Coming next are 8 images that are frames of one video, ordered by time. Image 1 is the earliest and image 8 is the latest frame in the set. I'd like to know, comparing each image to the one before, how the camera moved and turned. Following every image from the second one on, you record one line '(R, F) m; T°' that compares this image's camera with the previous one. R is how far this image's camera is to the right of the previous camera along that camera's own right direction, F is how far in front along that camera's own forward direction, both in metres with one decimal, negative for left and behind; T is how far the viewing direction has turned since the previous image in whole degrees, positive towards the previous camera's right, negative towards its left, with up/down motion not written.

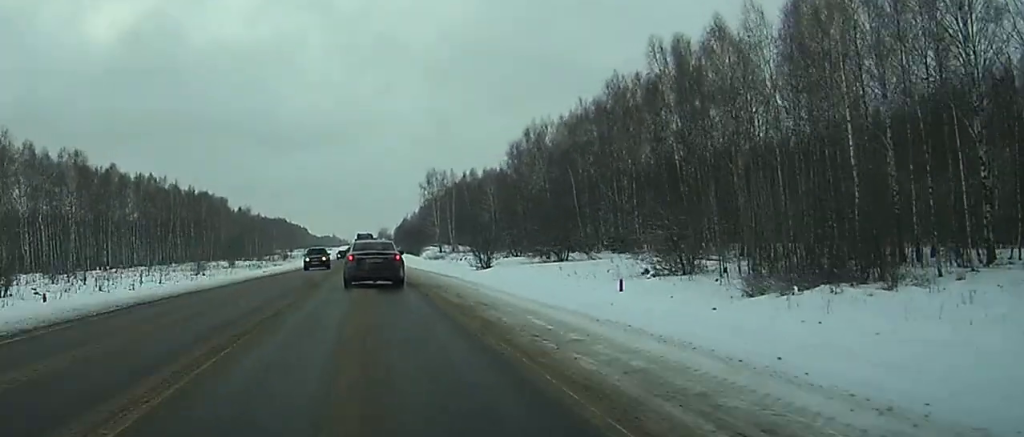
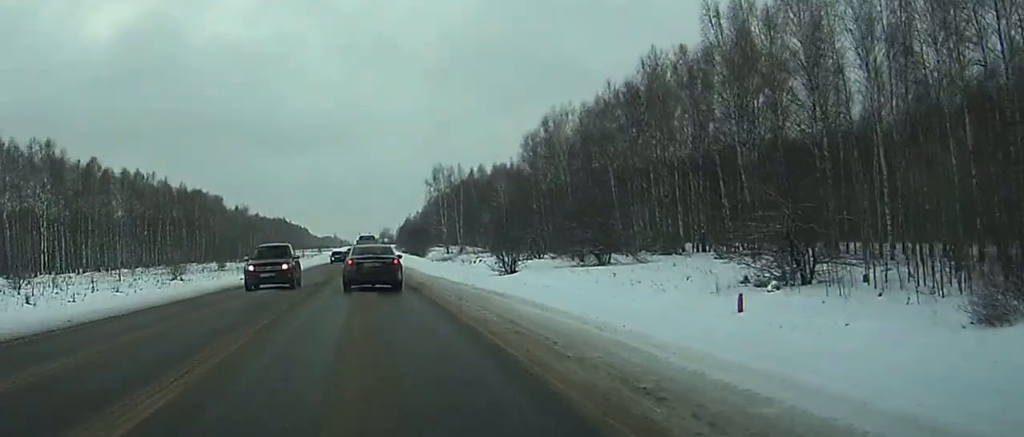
(0.0, +13.7) m; 0°
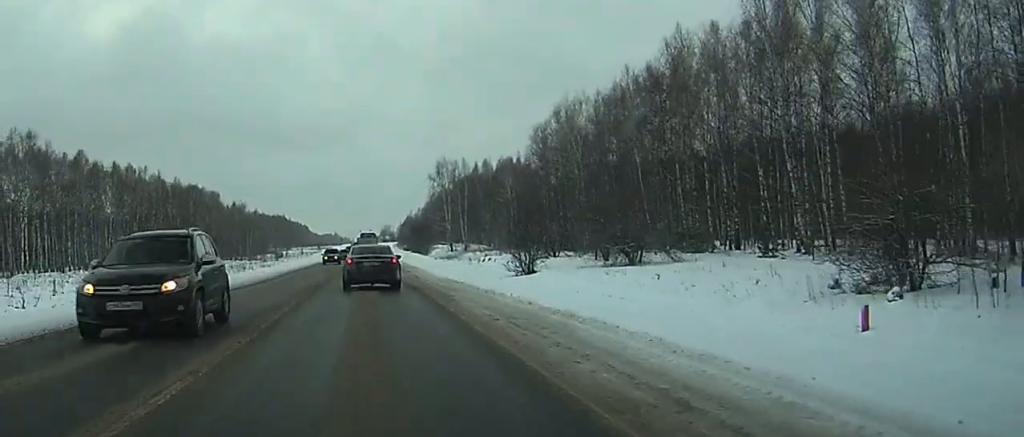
(0.0, +8.0) m; 0°
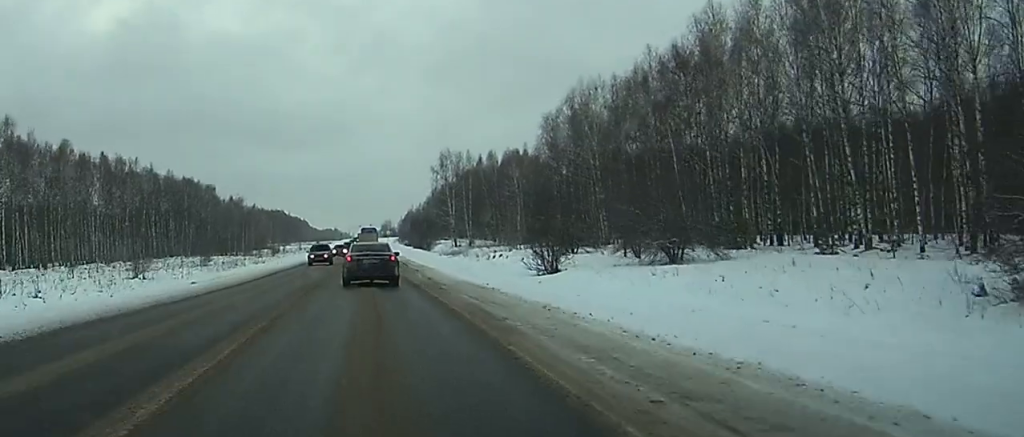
(0.0, +8.5) m; 0°
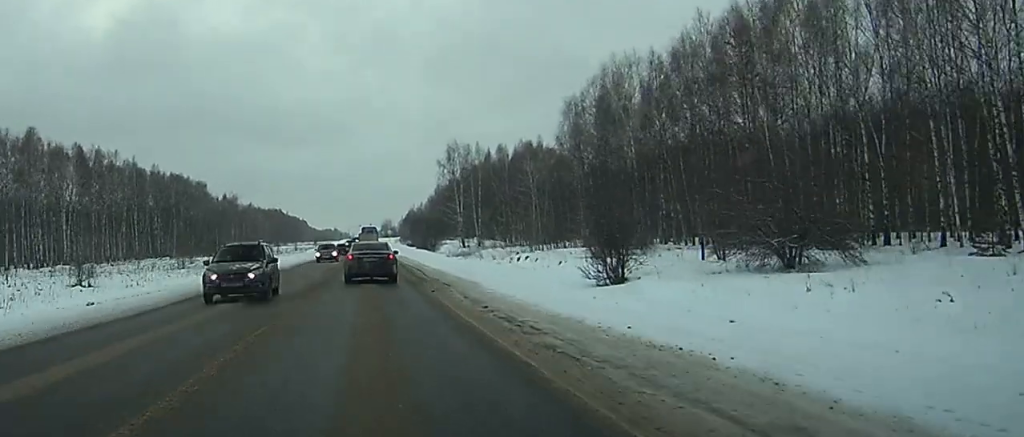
(+0.1, +15.7) m; +1°
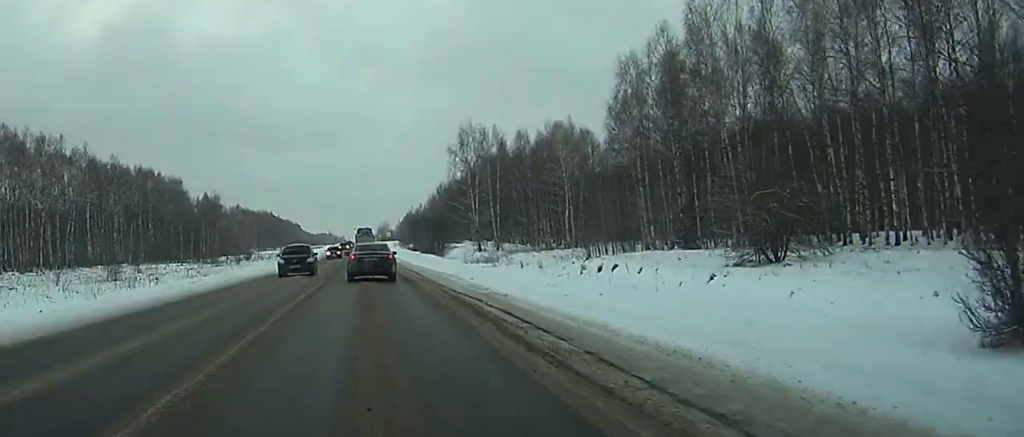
(+0.1, +29.0) m; 0°
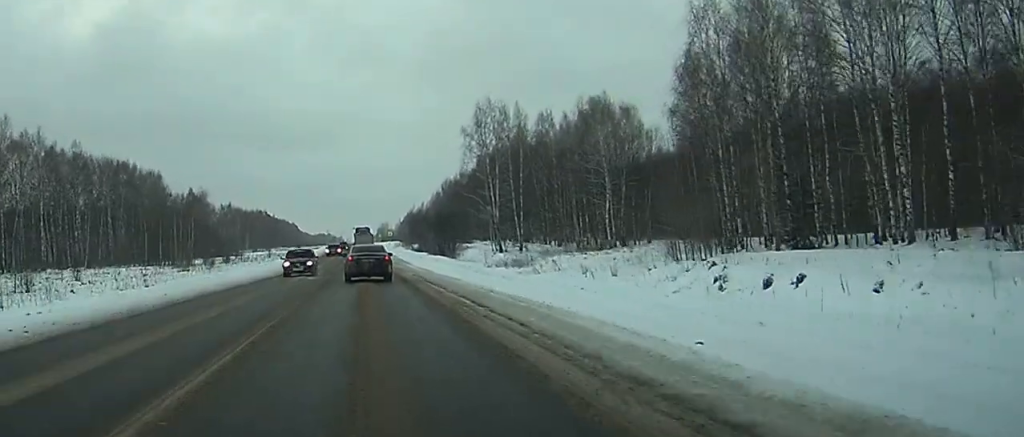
(-0.1, +21.9) m; 0°
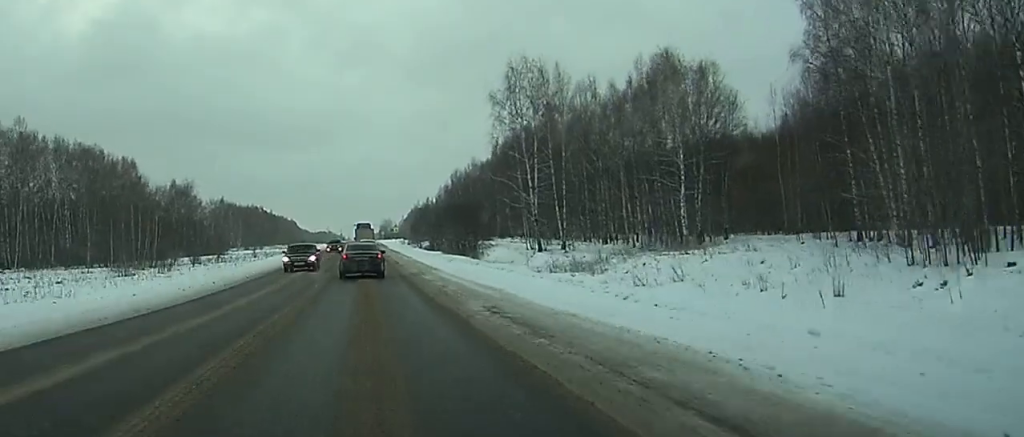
(0.0, +25.8) m; 0°
